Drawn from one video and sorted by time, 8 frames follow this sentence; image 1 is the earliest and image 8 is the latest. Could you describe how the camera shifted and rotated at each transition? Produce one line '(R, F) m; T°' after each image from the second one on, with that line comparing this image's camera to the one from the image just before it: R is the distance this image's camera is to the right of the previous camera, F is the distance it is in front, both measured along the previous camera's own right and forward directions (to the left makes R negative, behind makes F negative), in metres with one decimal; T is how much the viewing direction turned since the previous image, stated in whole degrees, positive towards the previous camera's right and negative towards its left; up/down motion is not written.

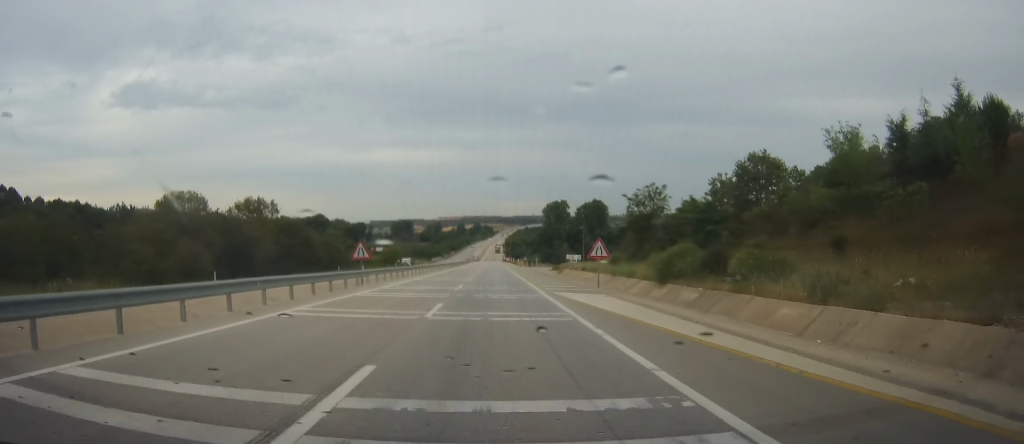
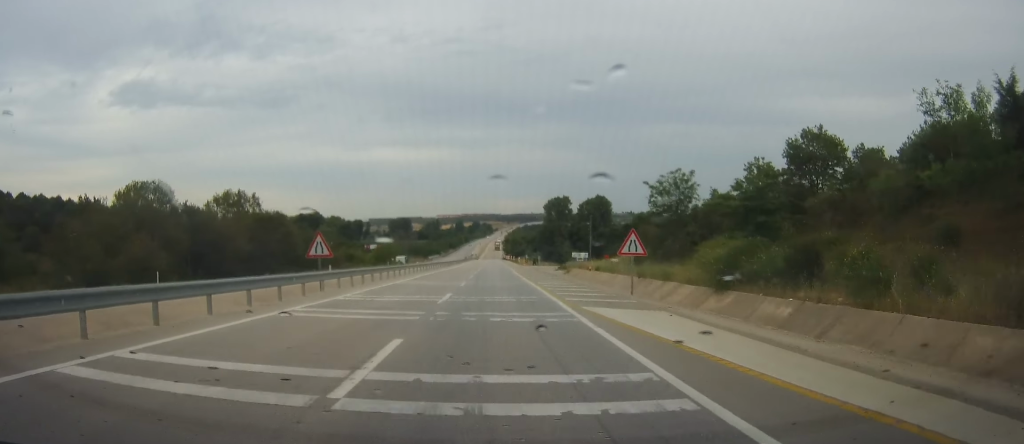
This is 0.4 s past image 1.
(0.0, +8.9) m; 0°
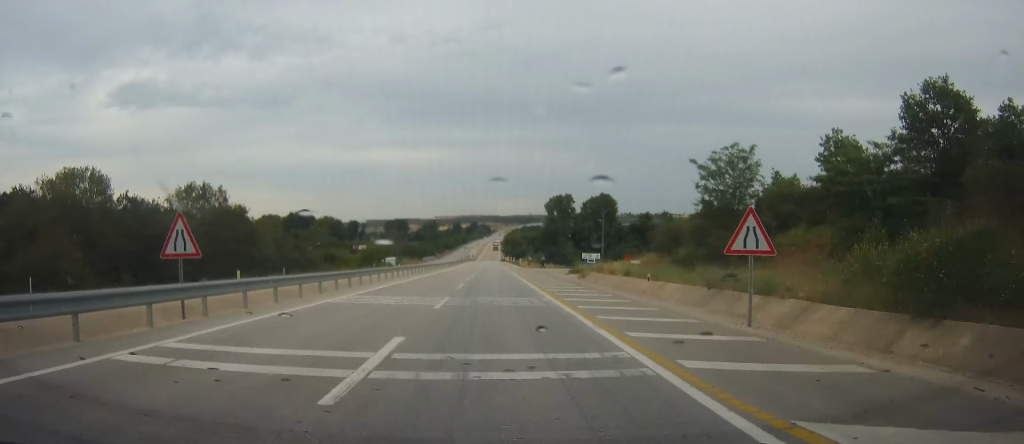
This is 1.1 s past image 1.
(0.0, +13.4) m; 0°
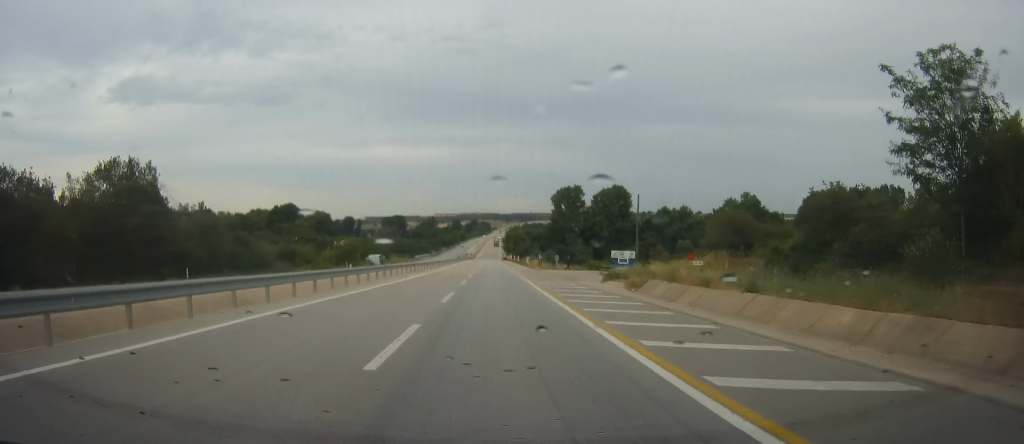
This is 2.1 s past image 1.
(0.0, +21.8) m; 0°
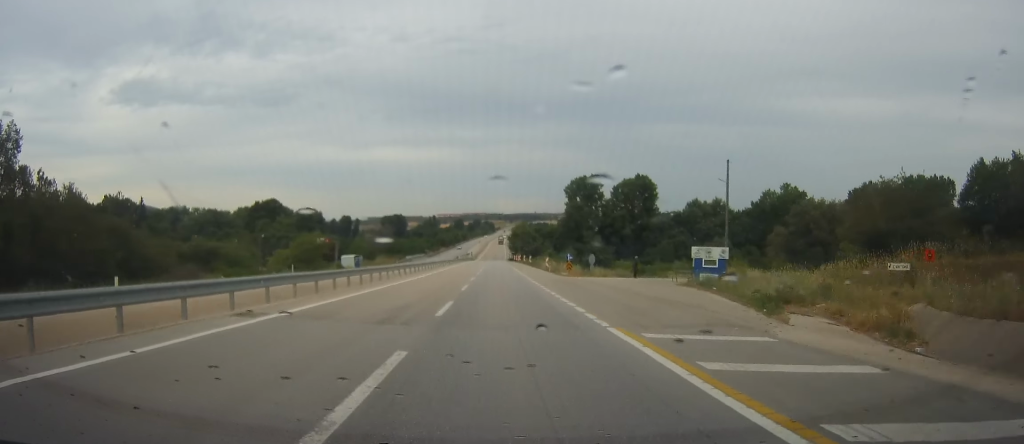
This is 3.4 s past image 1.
(+0.2, +26.6) m; +2°
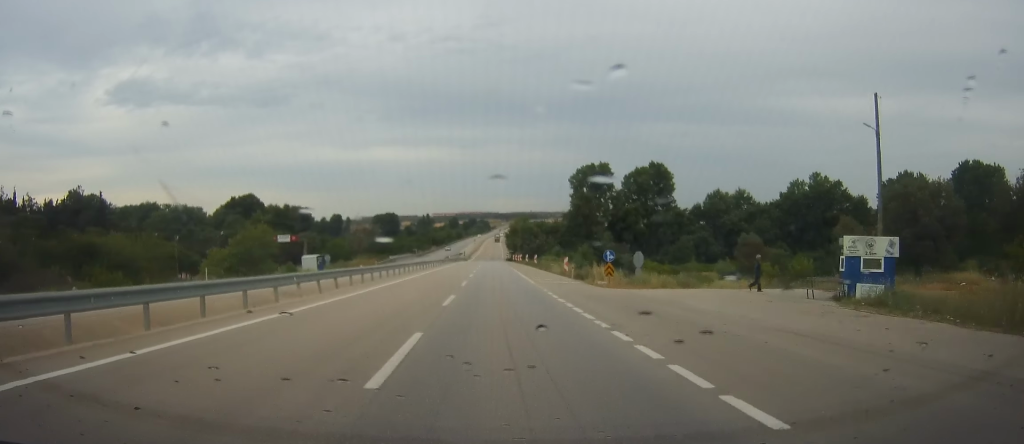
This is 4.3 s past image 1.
(+0.5, +20.3) m; +1°
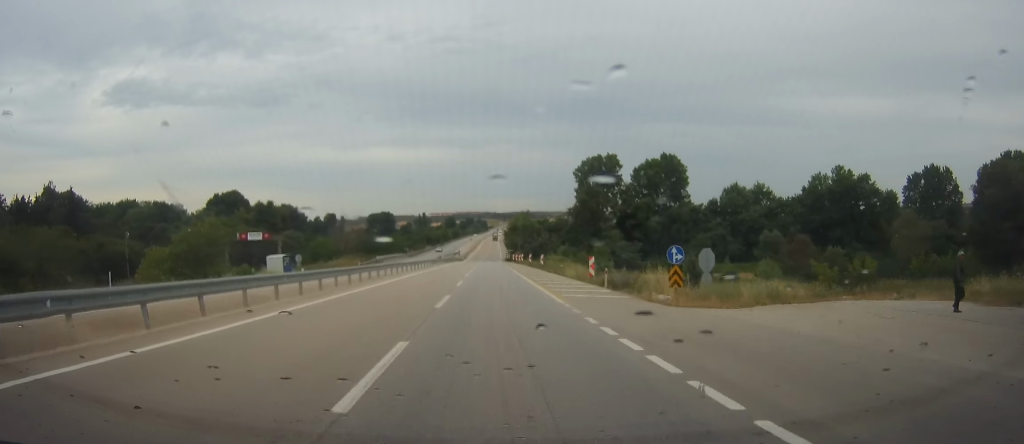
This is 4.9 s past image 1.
(0.0, +13.5) m; -1°
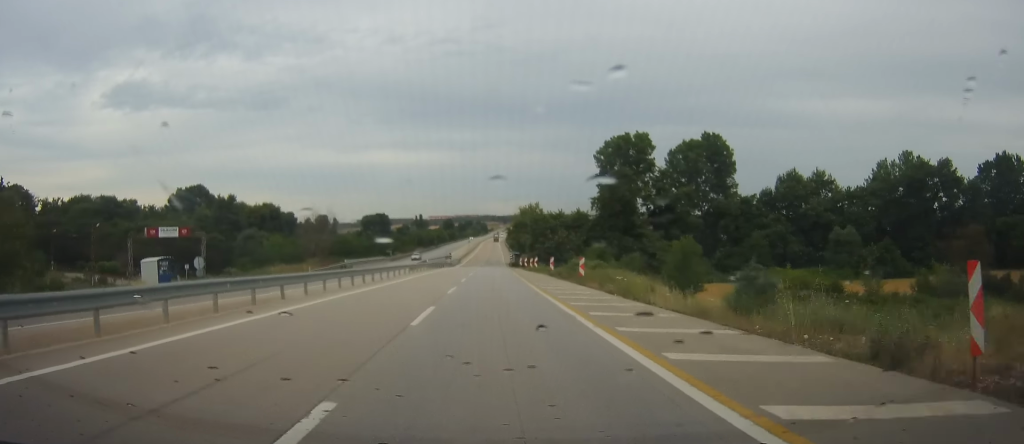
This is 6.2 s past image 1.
(-0.6, +27.9) m; -2°
